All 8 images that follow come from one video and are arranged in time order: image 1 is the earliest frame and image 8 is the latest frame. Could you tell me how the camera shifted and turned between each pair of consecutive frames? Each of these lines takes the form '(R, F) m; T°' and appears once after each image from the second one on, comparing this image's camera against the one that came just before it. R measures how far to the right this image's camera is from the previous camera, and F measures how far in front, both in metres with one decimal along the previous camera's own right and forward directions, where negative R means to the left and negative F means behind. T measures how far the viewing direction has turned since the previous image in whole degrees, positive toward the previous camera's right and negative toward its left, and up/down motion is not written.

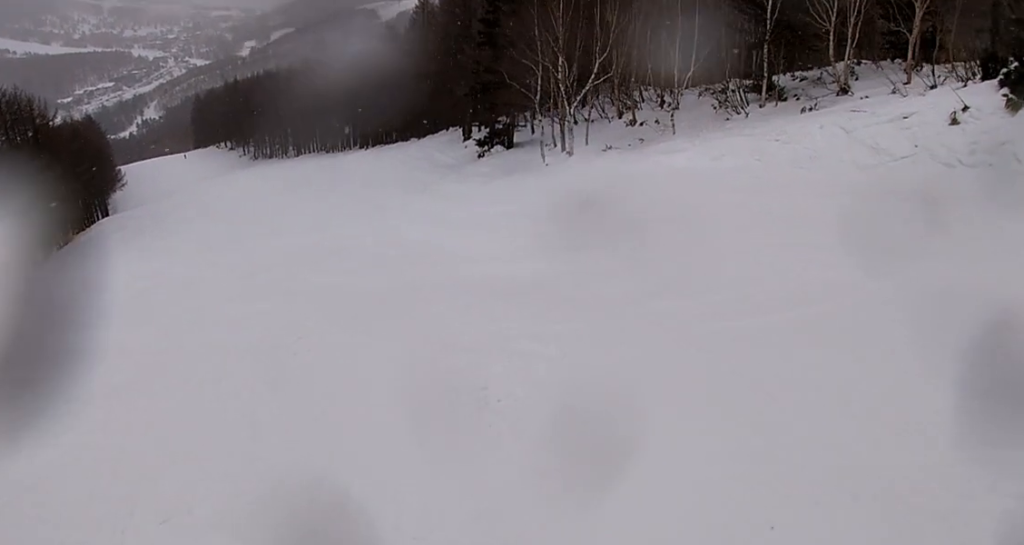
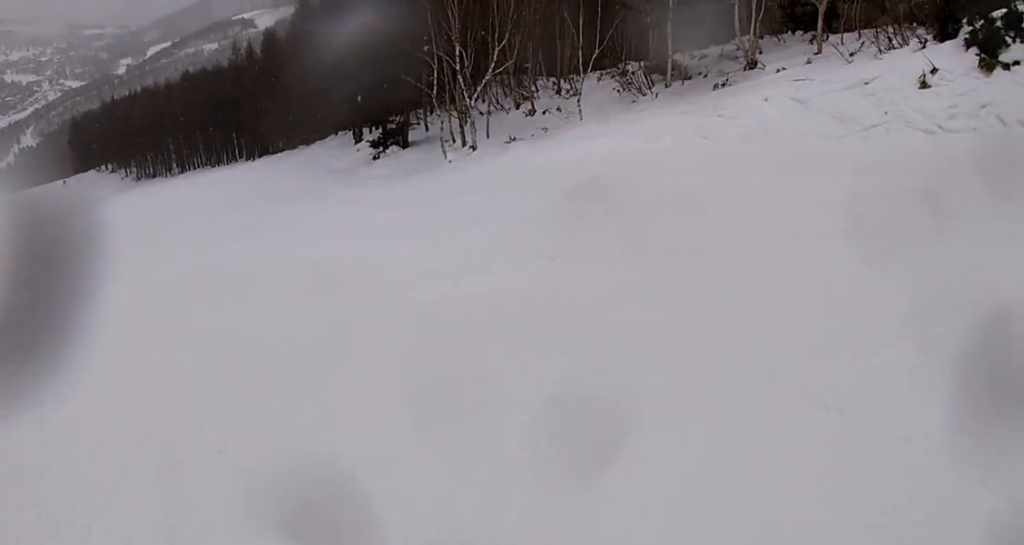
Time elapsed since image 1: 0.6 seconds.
(0.0, +2.4) m; +13°
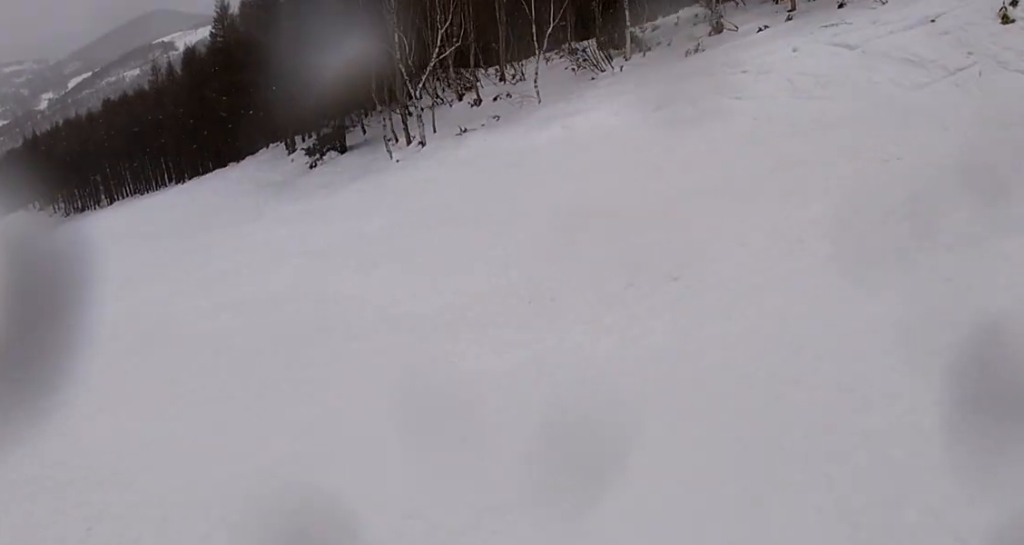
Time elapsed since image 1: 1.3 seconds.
(+0.4, +2.7) m; +13°
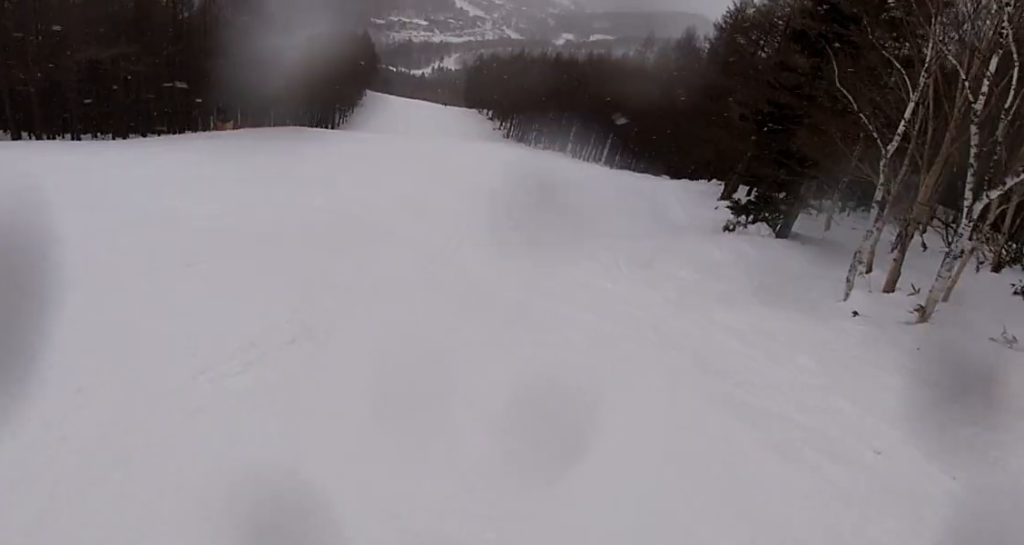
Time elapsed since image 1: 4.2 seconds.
(-3.0, +12.5) m; -54°
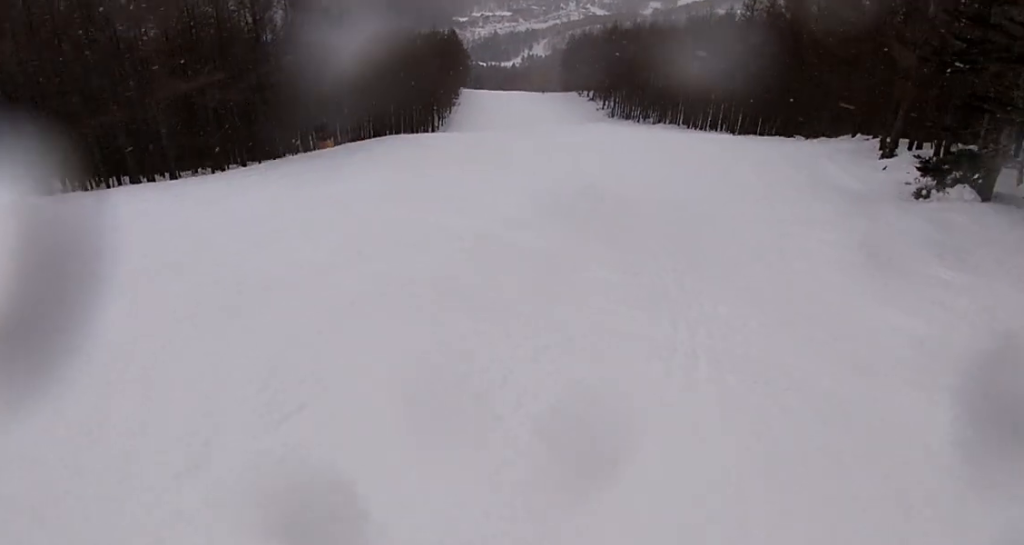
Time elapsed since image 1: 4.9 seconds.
(-1.2, +4.0) m; -4°
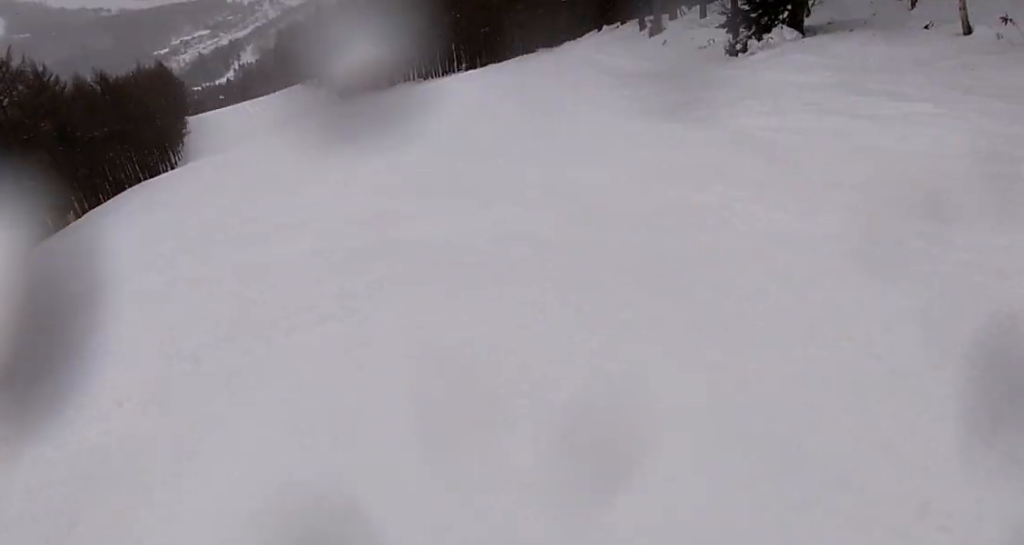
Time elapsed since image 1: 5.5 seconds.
(+0.7, +4.2) m; +18°
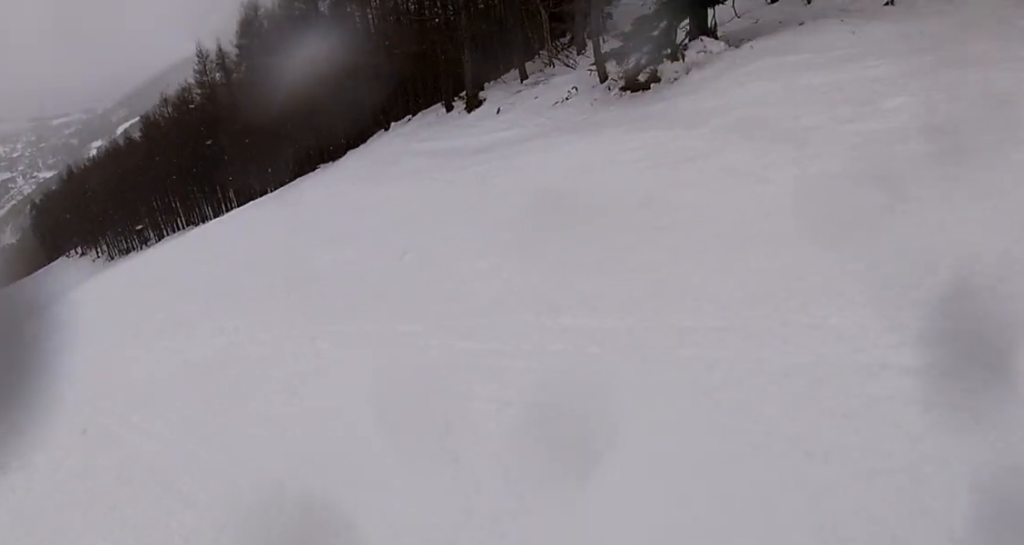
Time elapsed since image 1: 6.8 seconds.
(+2.8, +8.0) m; +20°
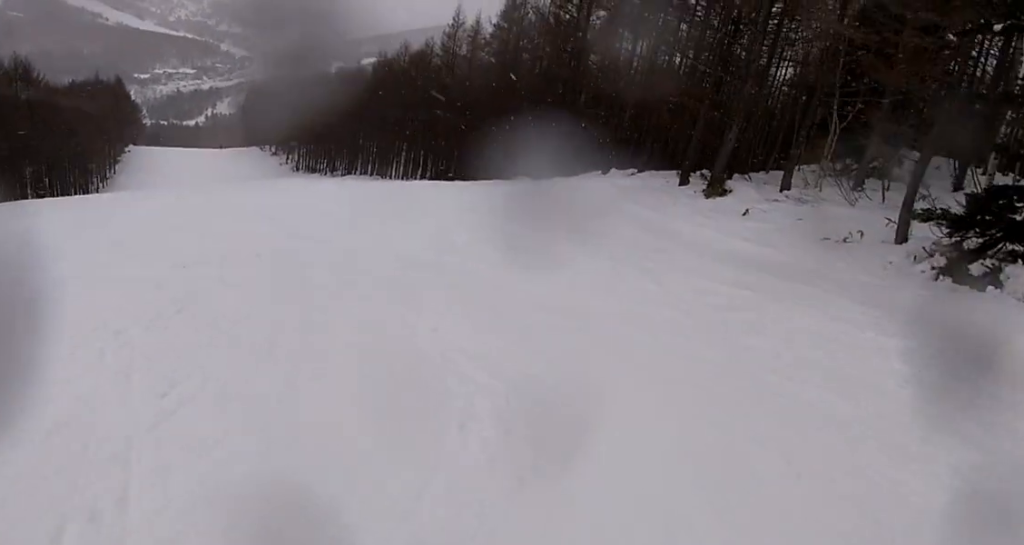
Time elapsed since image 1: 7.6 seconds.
(-0.5, +5.2) m; -19°
